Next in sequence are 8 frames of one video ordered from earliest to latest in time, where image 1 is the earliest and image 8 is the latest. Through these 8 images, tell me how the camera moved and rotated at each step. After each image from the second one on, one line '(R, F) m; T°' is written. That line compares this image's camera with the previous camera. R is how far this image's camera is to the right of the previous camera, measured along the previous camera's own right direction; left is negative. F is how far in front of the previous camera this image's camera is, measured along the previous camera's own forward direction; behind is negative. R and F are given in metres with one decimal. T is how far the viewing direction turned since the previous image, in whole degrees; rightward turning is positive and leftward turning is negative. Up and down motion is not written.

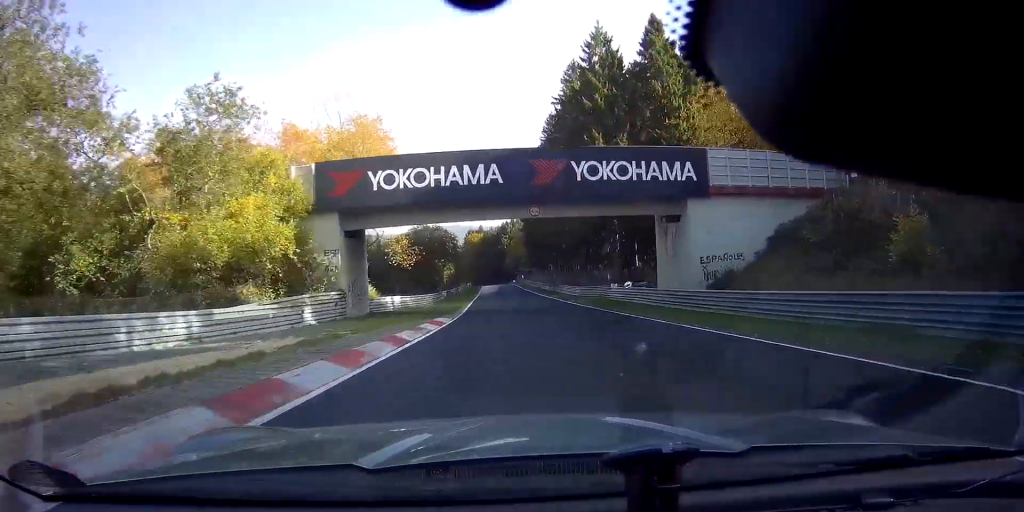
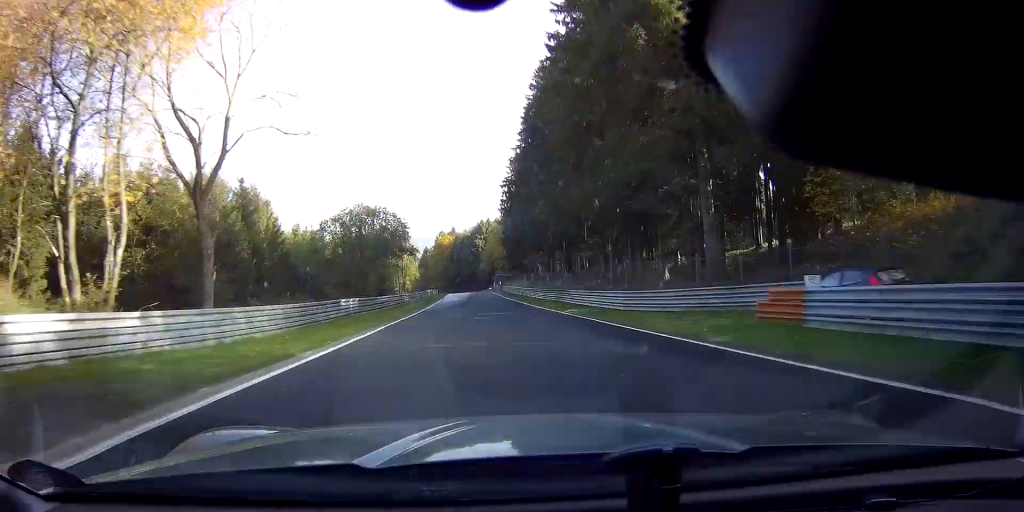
(+1.2, +29.2) m; +3°
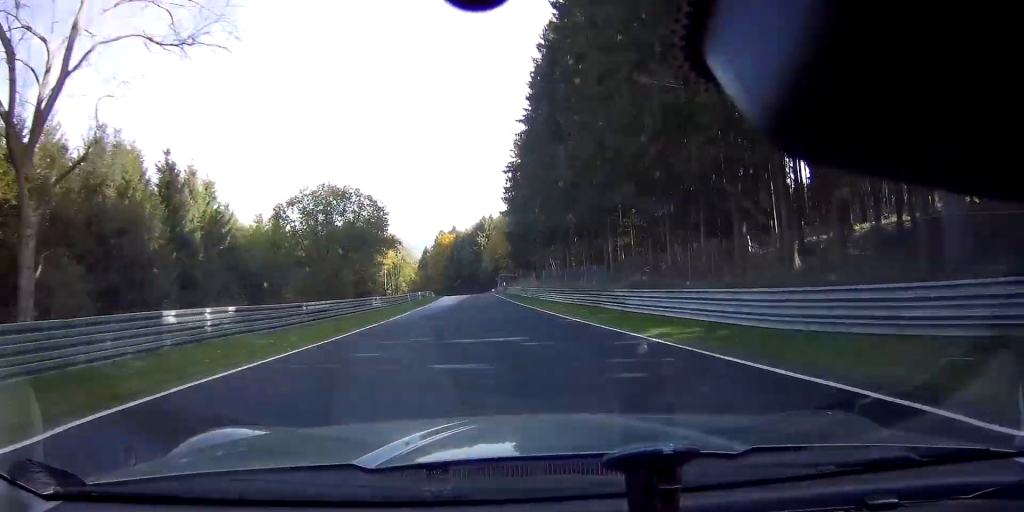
(+0.2, +15.2) m; 0°
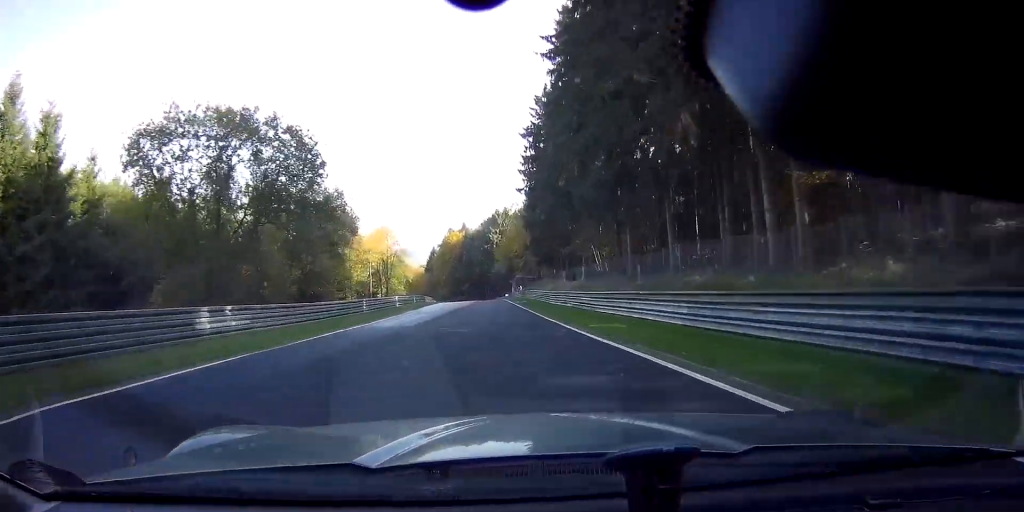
(+0.2, +25.0) m; 0°
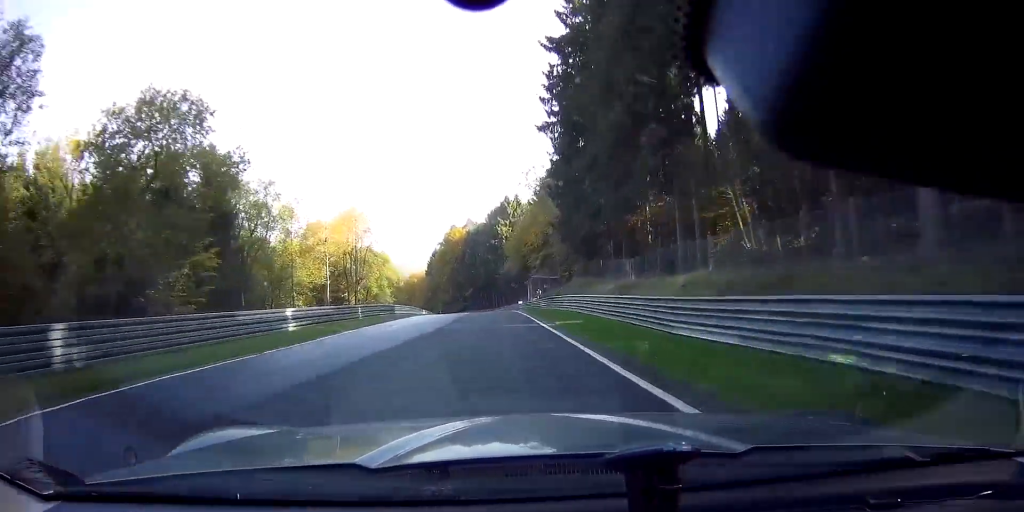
(-0.4, +28.6) m; -1°
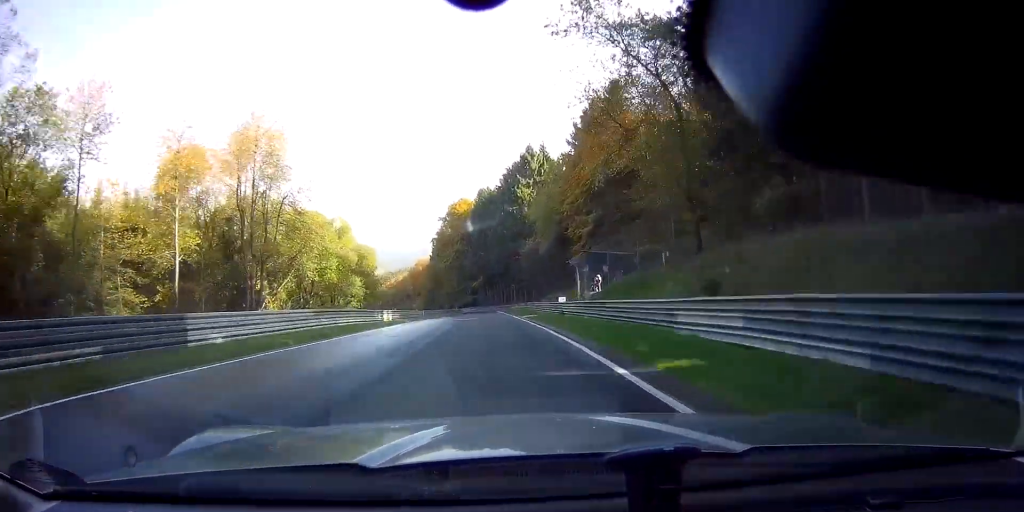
(-0.7, +36.0) m; -3°
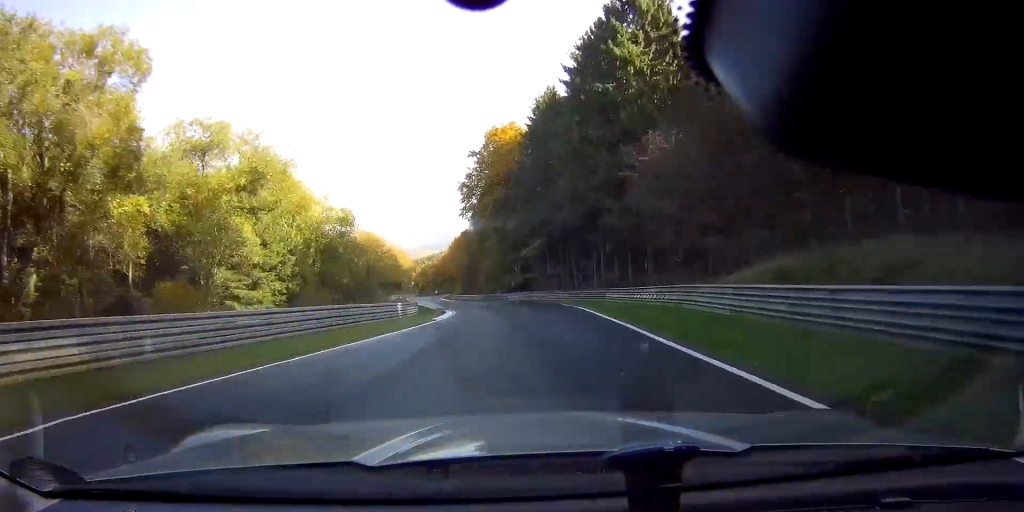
(-2.2, +46.5) m; -6°
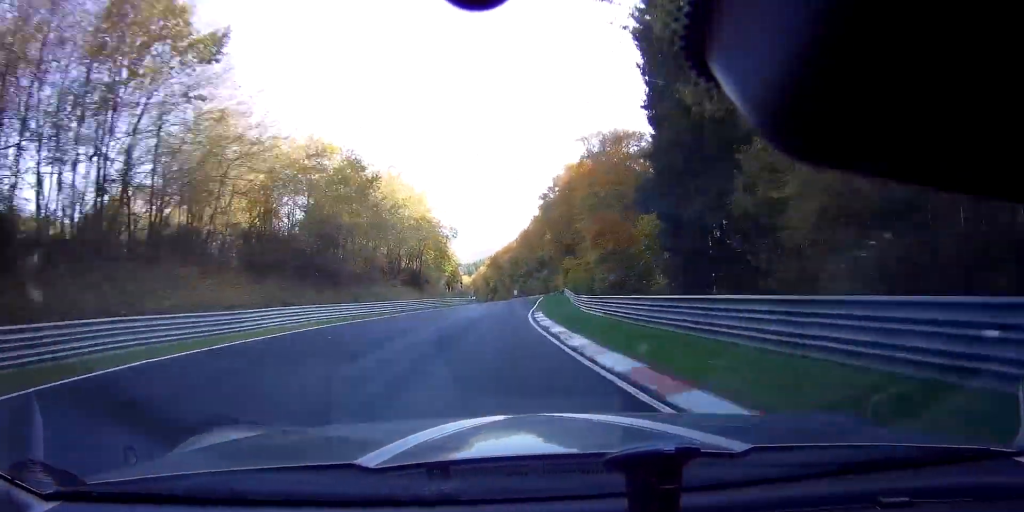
(-9.8, +108.7) m; -7°
